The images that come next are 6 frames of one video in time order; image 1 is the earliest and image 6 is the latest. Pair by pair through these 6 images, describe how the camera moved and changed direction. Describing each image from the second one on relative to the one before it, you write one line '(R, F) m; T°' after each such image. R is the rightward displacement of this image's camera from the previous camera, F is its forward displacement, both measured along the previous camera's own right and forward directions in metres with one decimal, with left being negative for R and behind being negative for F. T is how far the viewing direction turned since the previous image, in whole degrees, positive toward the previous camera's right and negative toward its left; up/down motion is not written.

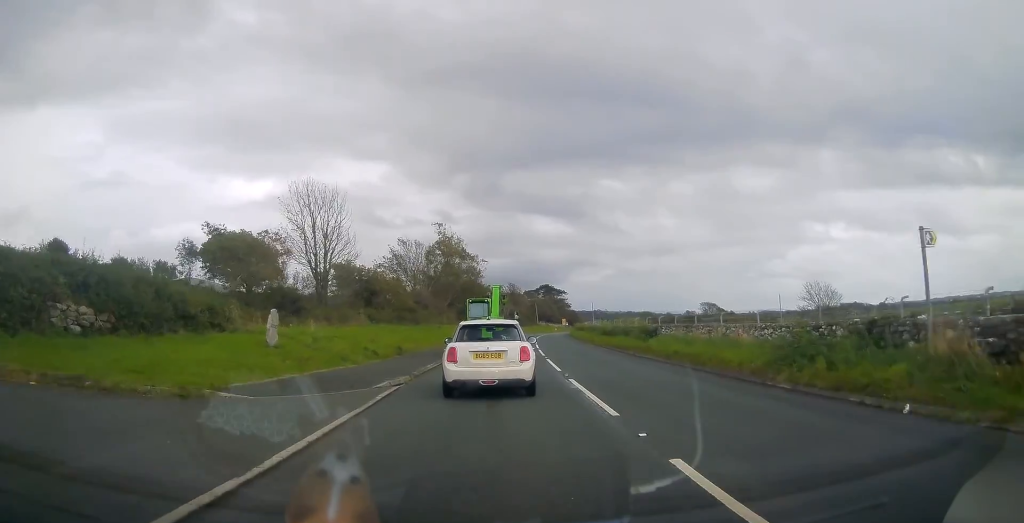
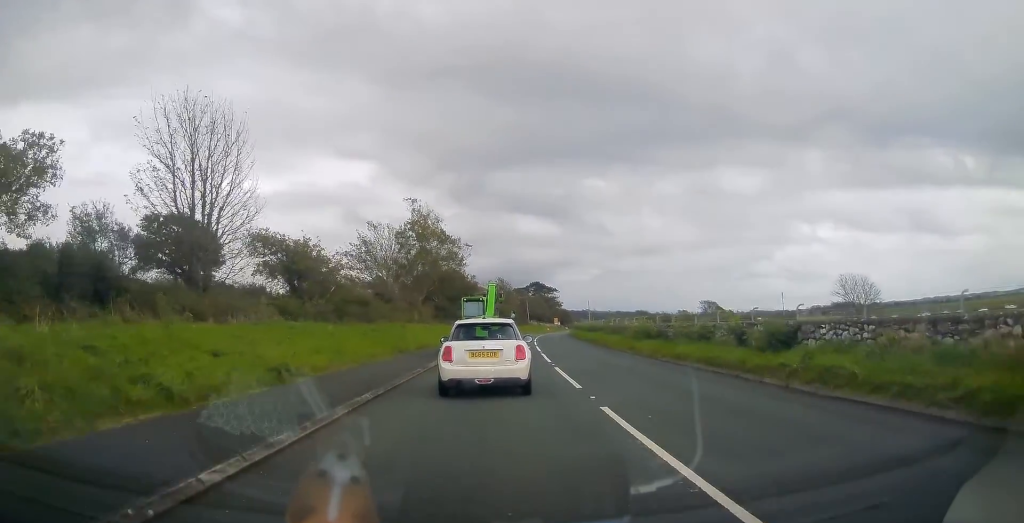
(0.0, +14.3) m; +1°
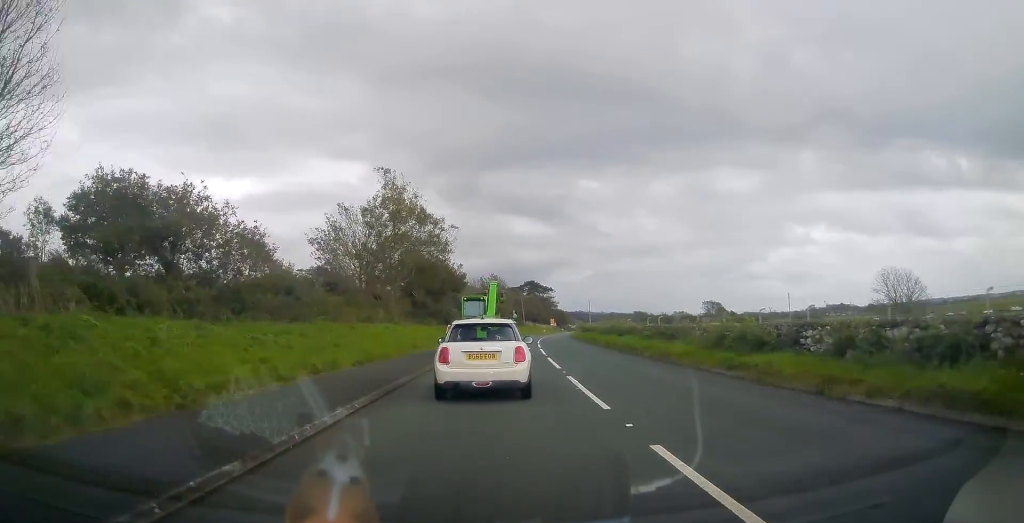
(+0.4, +12.2) m; +2°
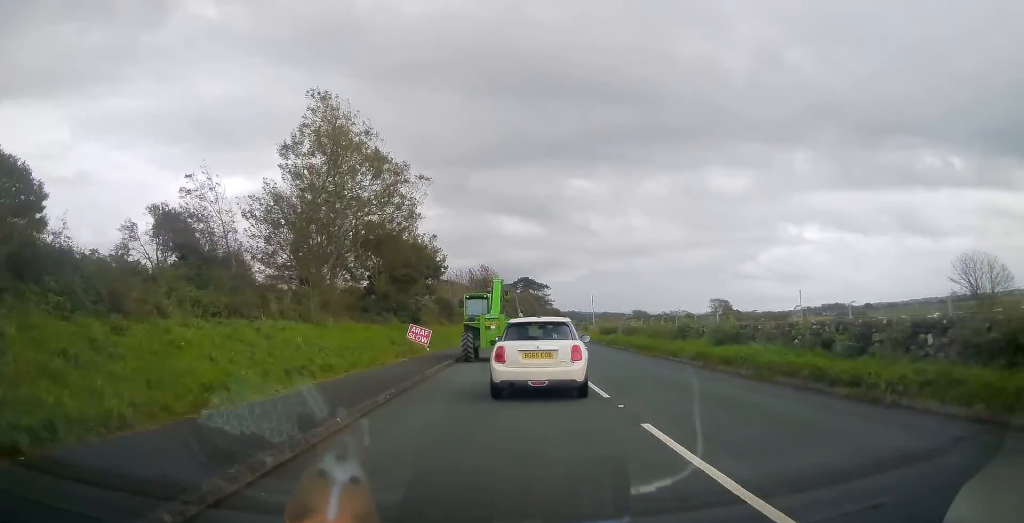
(-0.2, +16.7) m; 0°
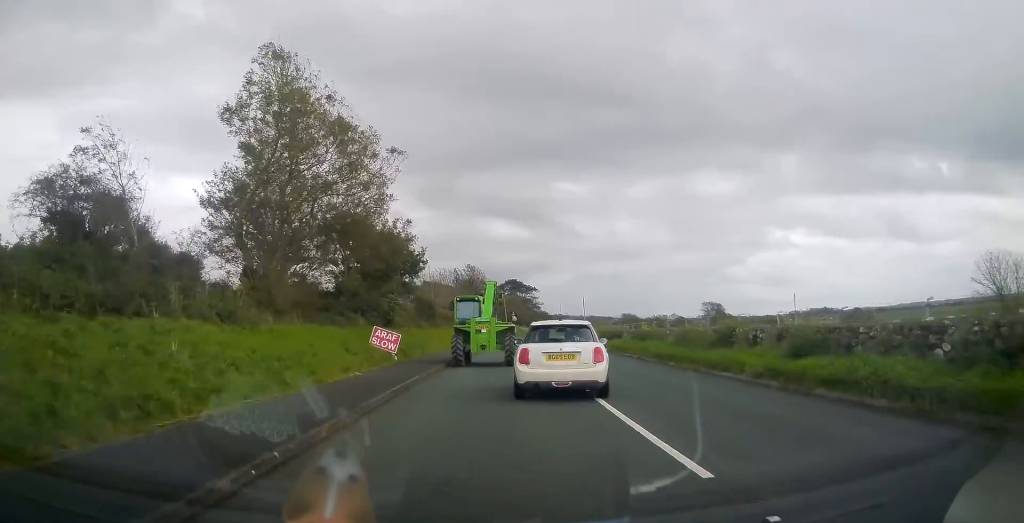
(-0.1, +5.6) m; +2°
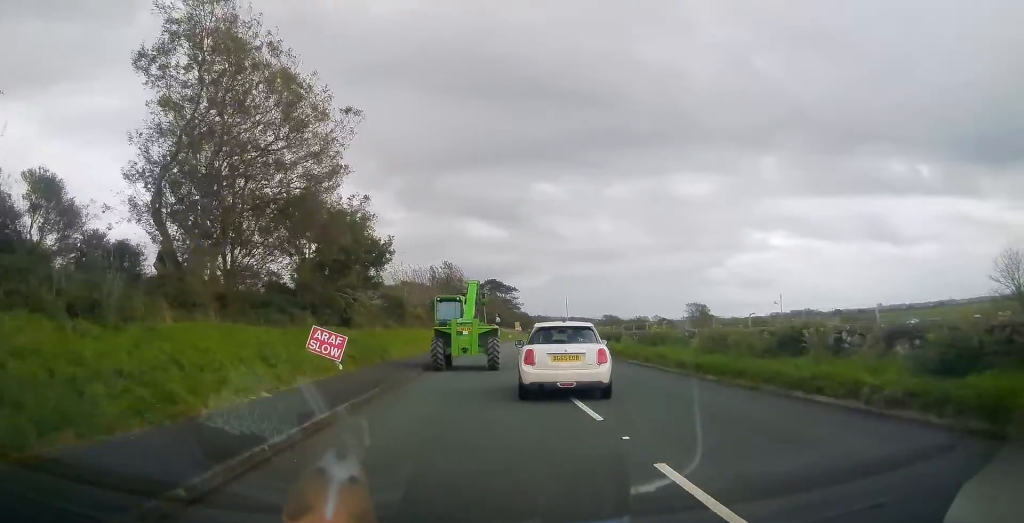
(+0.2, +5.3) m; +2°
